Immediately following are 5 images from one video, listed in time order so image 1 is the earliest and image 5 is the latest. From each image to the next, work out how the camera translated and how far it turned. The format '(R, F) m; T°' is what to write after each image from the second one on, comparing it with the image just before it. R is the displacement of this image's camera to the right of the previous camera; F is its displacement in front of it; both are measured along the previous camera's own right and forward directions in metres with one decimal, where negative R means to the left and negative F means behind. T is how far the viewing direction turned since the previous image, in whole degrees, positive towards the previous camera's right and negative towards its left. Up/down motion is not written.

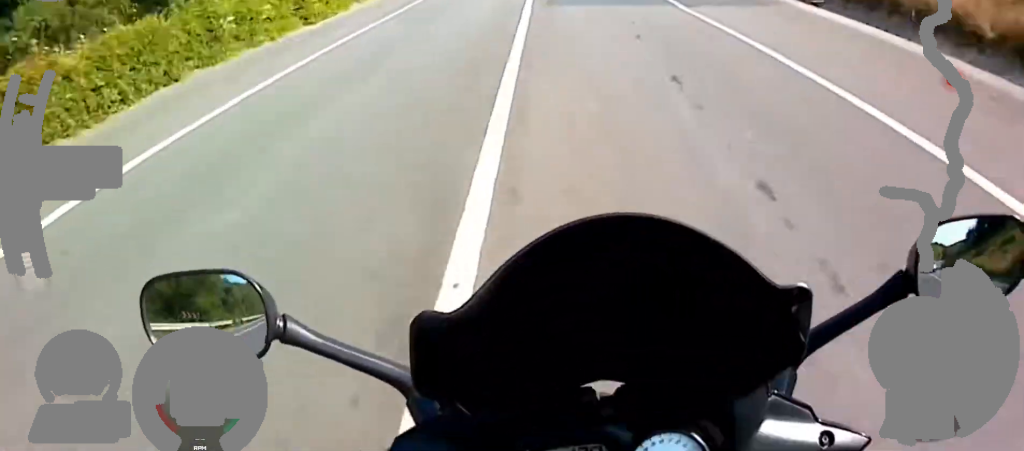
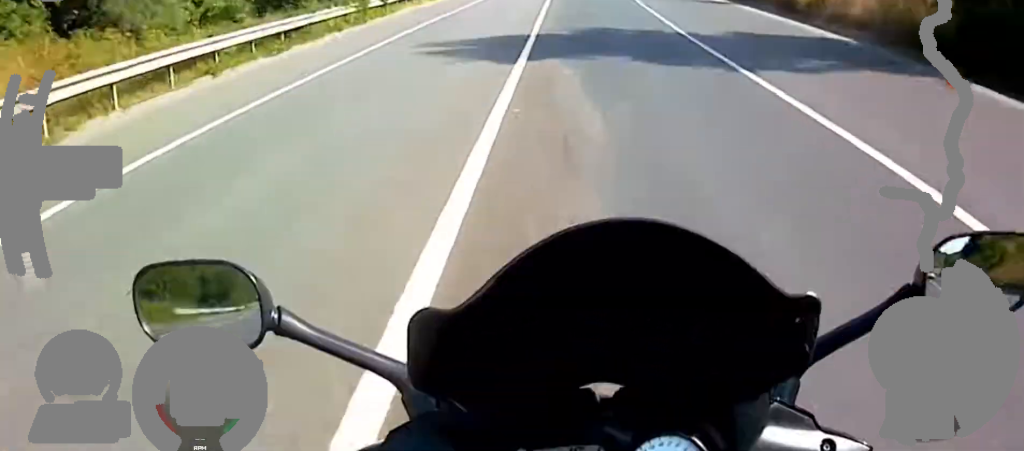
(0.0, +22.7) m; 0°
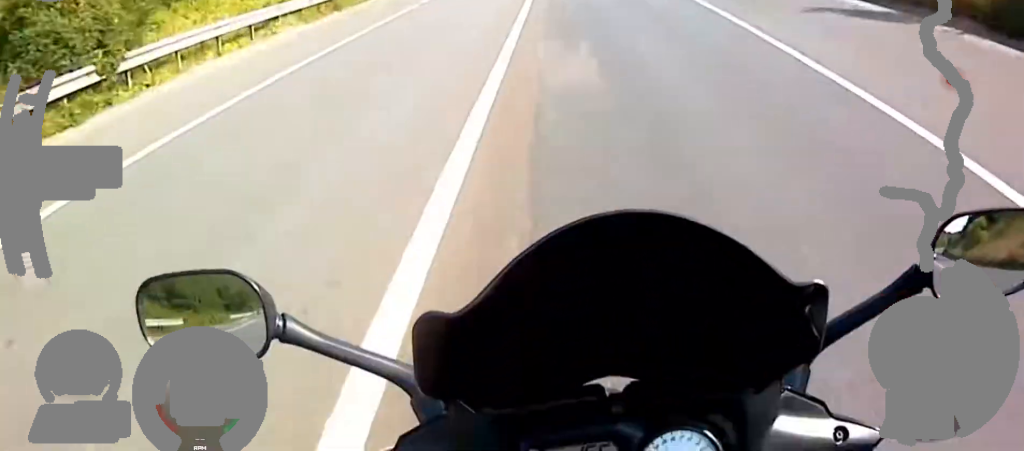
(0.0, +17.5) m; 0°
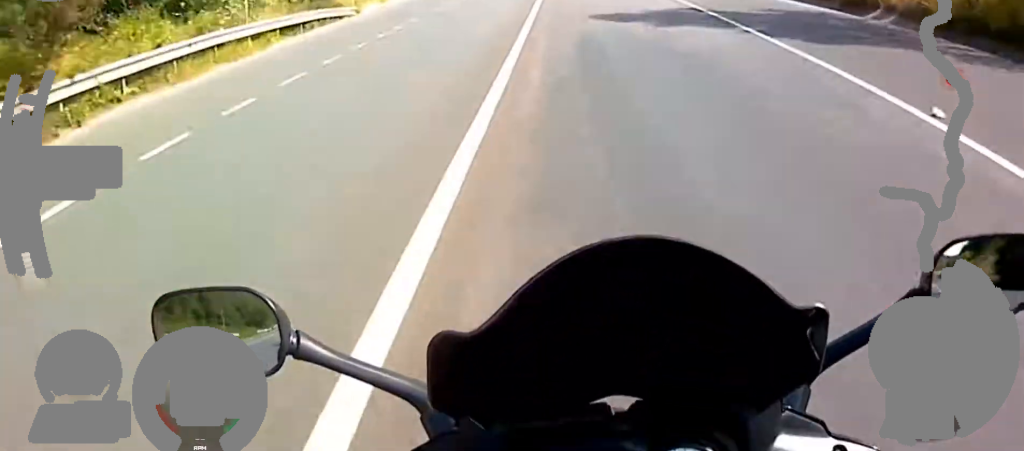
(0.0, +17.5) m; 0°
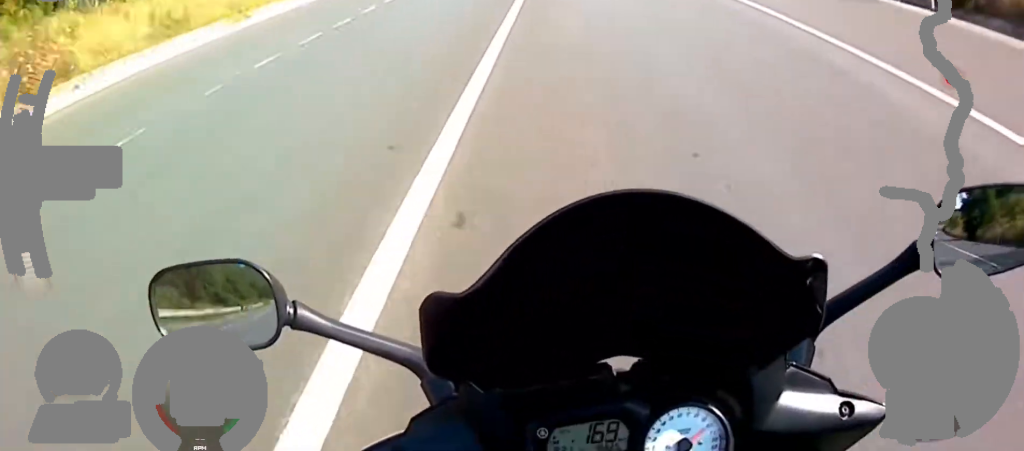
(0.0, +26.2) m; 0°
